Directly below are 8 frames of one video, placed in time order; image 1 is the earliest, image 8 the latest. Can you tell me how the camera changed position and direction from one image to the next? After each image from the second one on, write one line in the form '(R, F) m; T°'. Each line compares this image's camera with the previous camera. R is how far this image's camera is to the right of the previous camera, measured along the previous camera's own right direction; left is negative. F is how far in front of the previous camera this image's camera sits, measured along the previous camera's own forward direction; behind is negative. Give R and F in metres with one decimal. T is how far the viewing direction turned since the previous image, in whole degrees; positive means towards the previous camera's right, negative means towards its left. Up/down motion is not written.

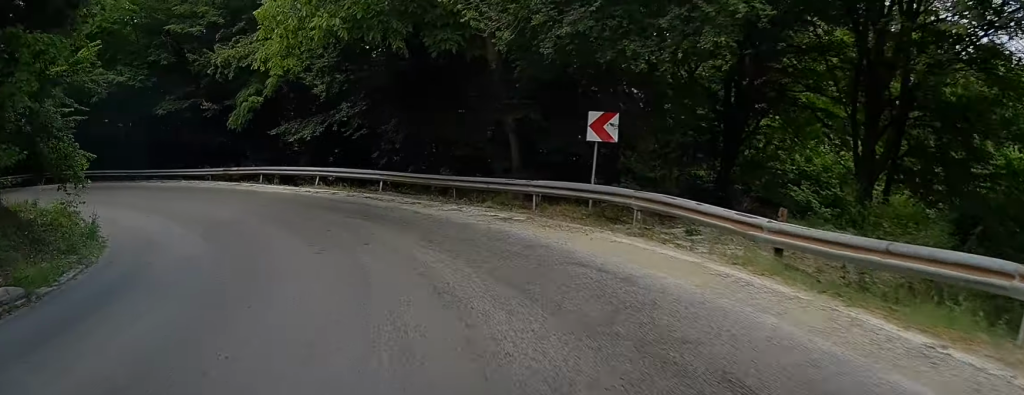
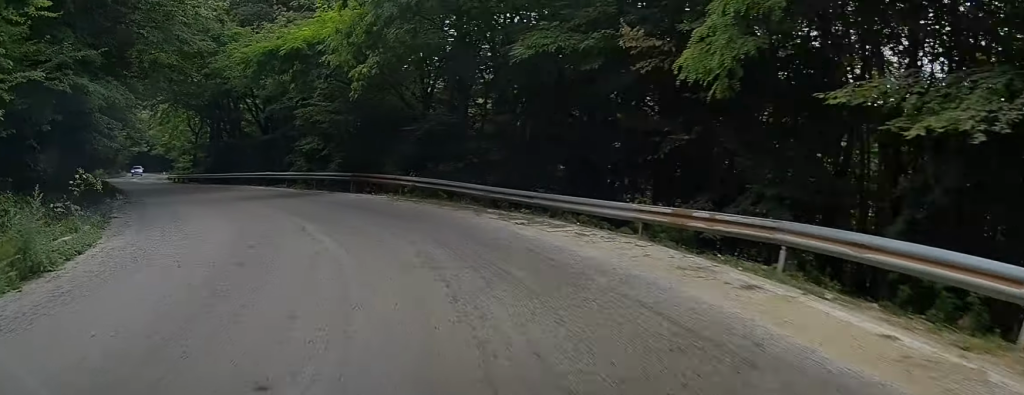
(-6.4, +19.3) m; -35°
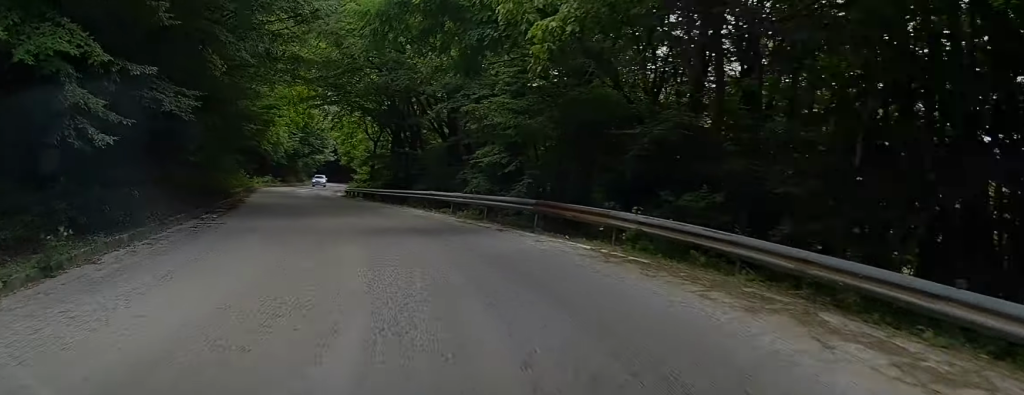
(-1.2, +9.9) m; -11°
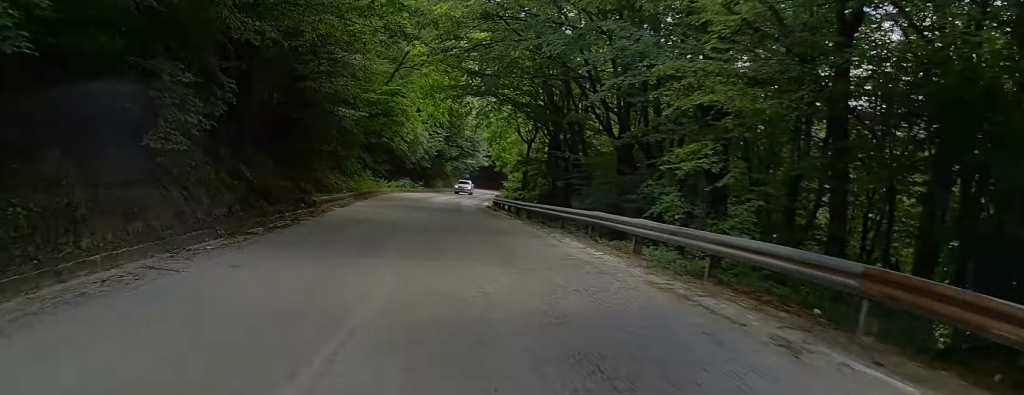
(-0.8, +9.9) m; -6°
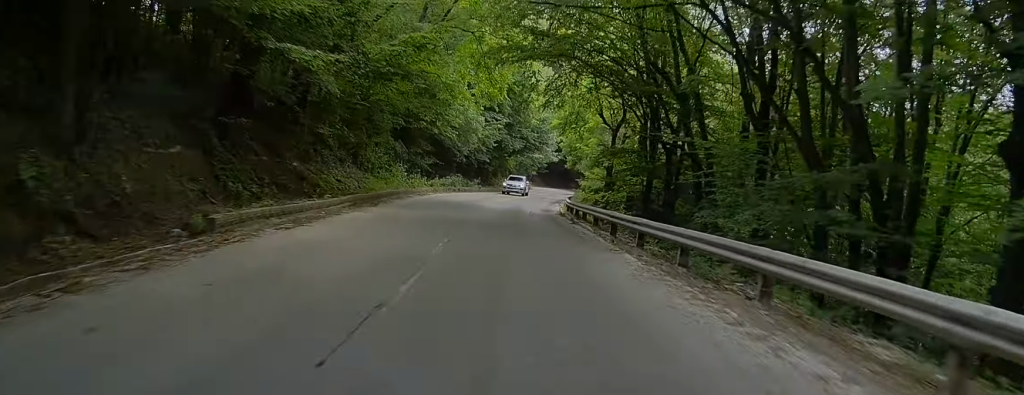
(-0.7, +12.2) m; -5°
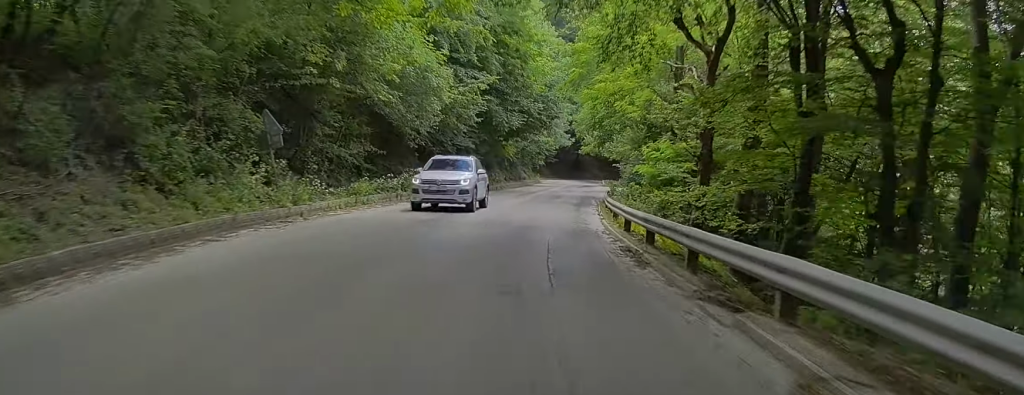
(-0.8, +19.8) m; -4°
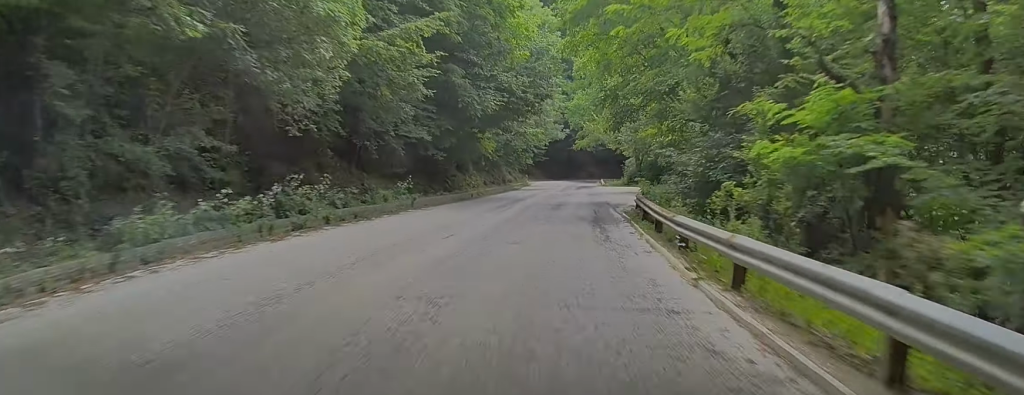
(-0.2, +13.4) m; -1°
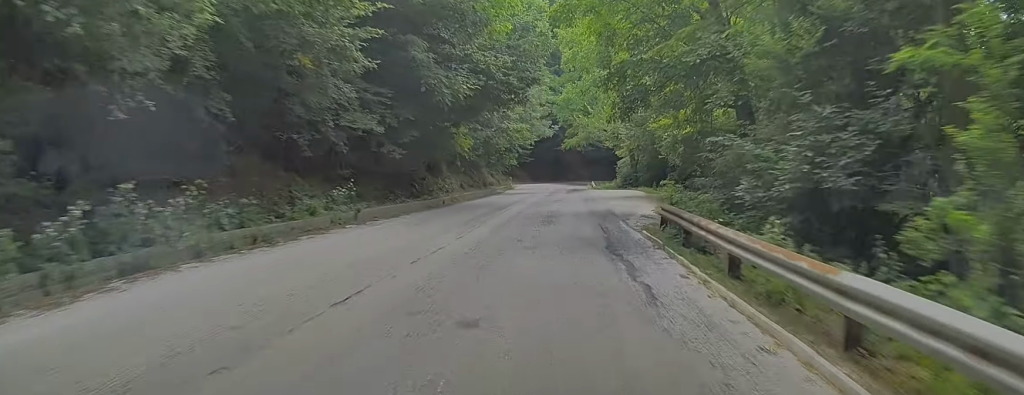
(0.0, +6.8) m; +1°
